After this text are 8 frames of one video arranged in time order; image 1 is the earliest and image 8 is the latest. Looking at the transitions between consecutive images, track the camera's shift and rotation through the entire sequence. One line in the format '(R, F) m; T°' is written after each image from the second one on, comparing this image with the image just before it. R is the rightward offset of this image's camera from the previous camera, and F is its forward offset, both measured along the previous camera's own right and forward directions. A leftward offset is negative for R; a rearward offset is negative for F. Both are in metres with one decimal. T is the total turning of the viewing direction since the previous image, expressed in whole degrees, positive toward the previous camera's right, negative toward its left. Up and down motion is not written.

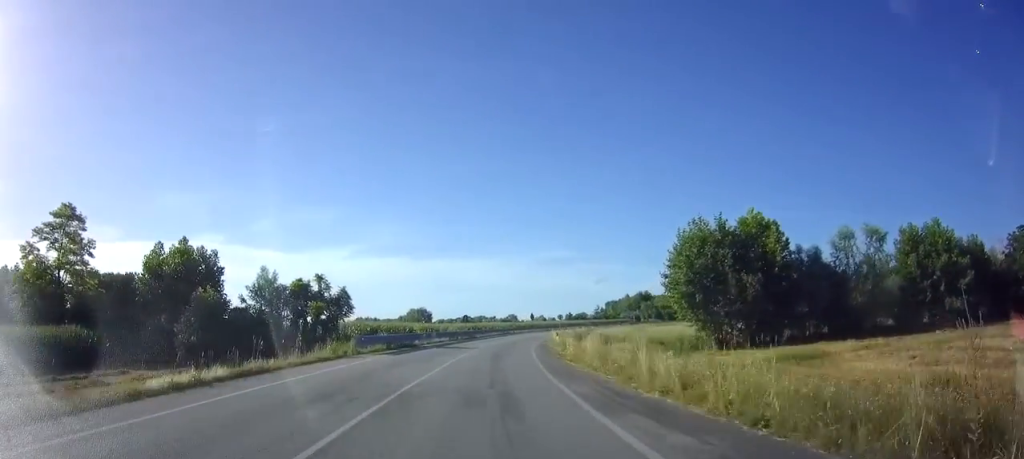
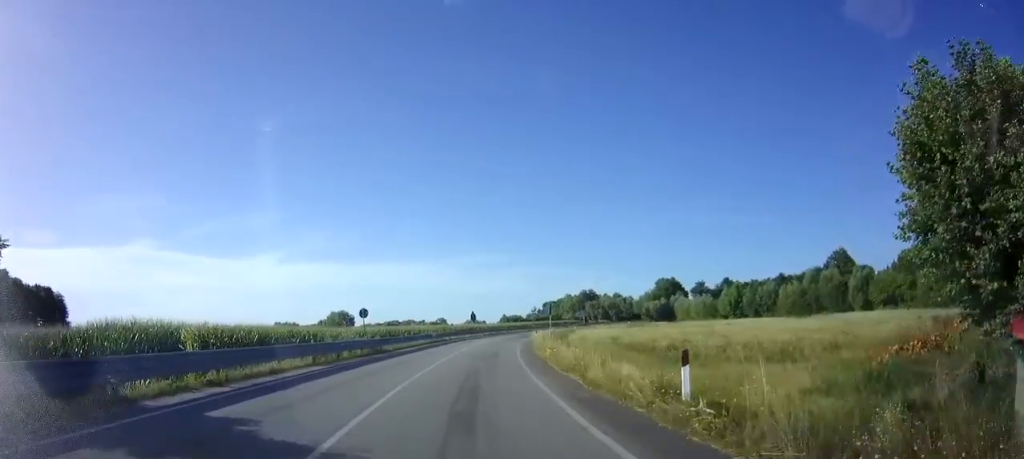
(+2.0, +28.2) m; +7°
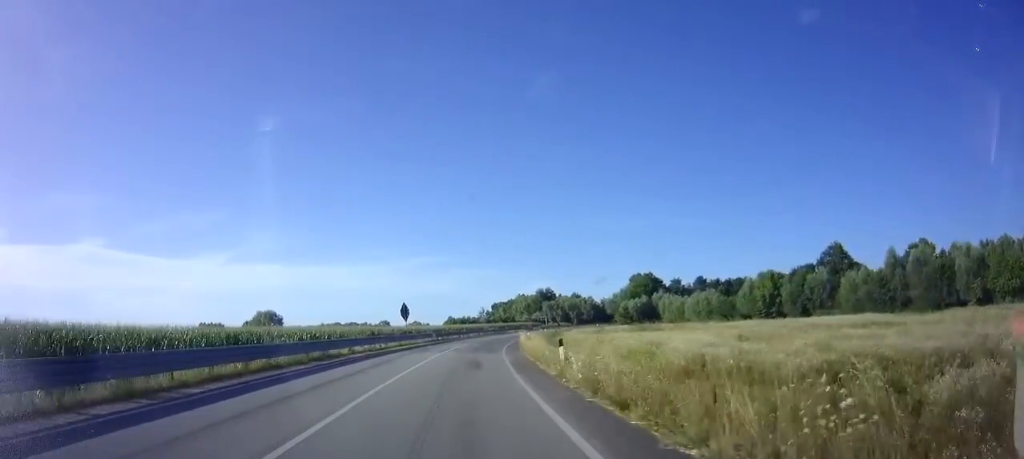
(+2.6, +30.6) m; +10°
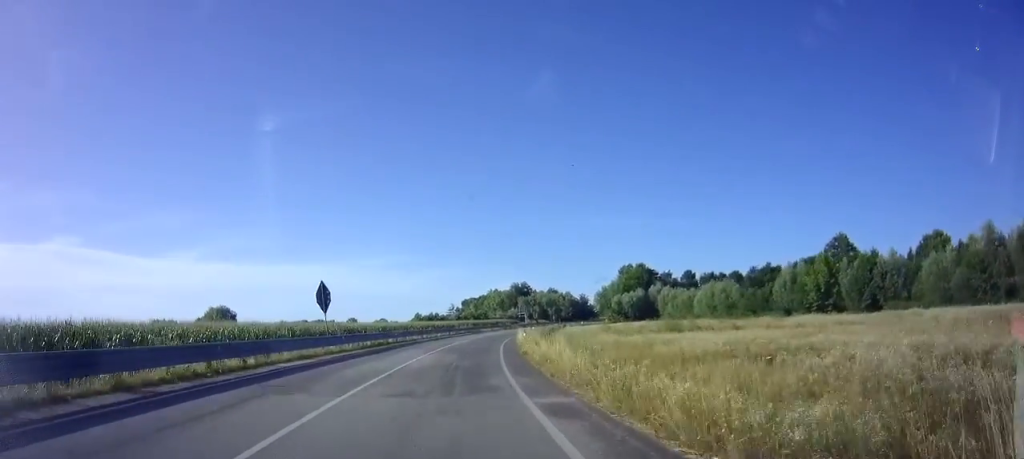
(+0.8, +19.3) m; +2°
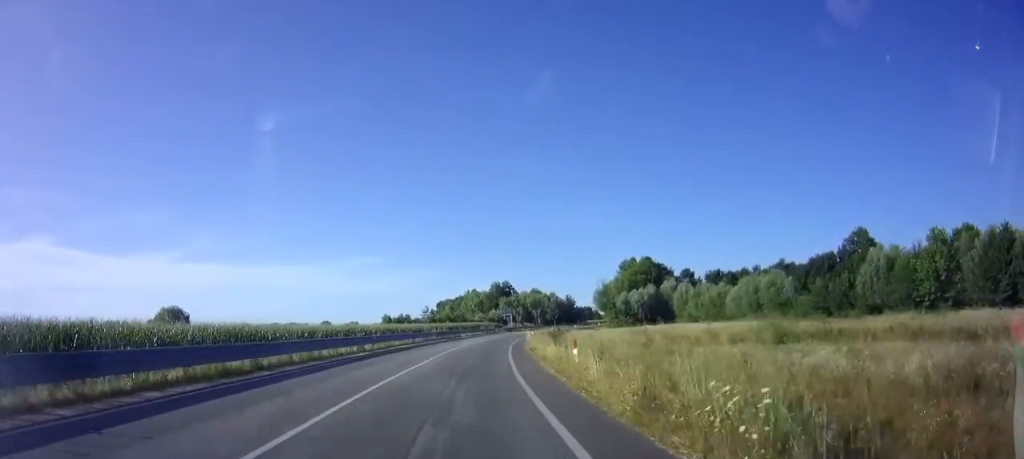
(0.0, +21.6) m; 0°
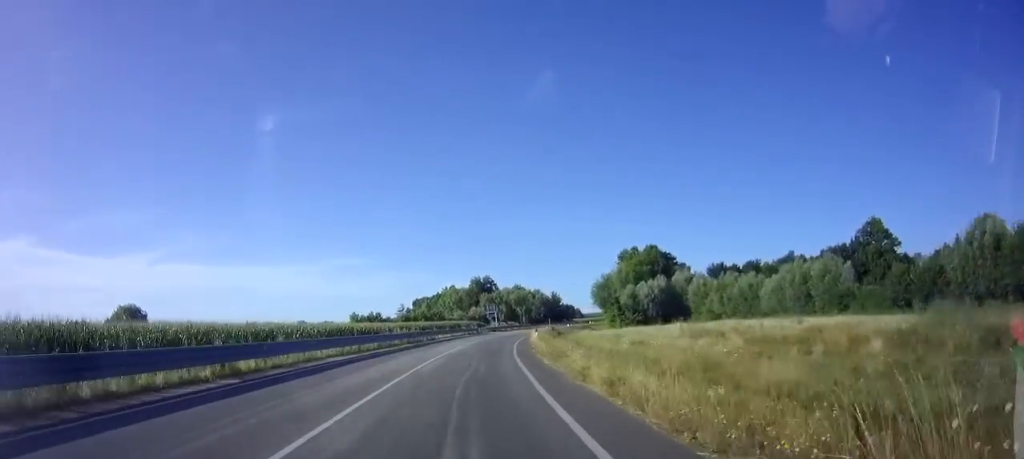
(0.0, +16.5) m; 0°
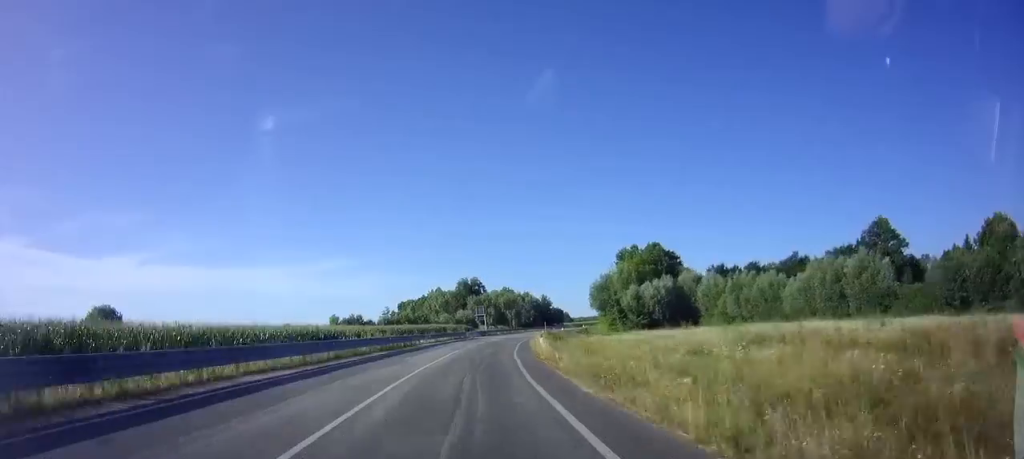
(0.0, +8.0) m; 0°
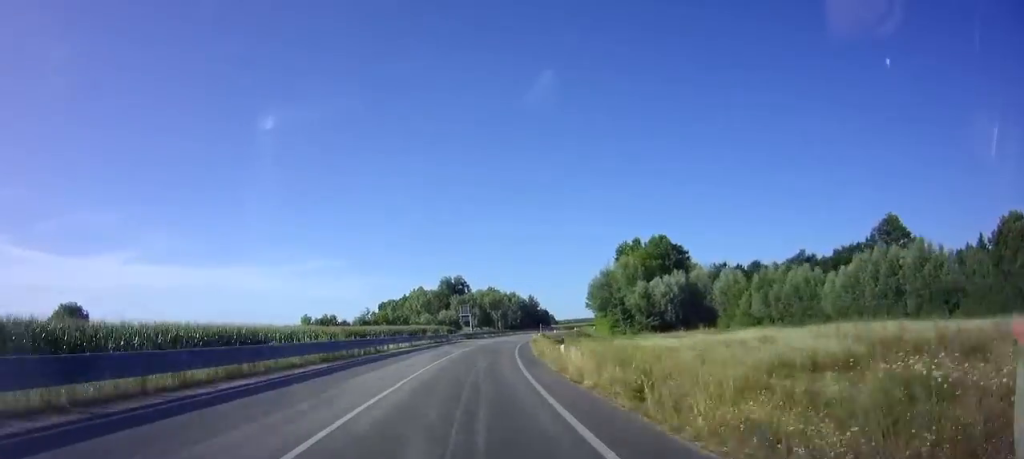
(0.0, +10.2) m; +2°
